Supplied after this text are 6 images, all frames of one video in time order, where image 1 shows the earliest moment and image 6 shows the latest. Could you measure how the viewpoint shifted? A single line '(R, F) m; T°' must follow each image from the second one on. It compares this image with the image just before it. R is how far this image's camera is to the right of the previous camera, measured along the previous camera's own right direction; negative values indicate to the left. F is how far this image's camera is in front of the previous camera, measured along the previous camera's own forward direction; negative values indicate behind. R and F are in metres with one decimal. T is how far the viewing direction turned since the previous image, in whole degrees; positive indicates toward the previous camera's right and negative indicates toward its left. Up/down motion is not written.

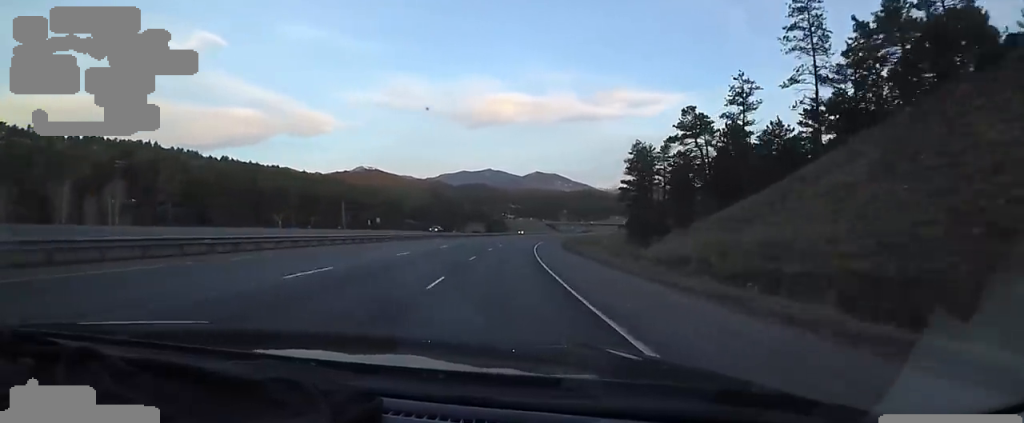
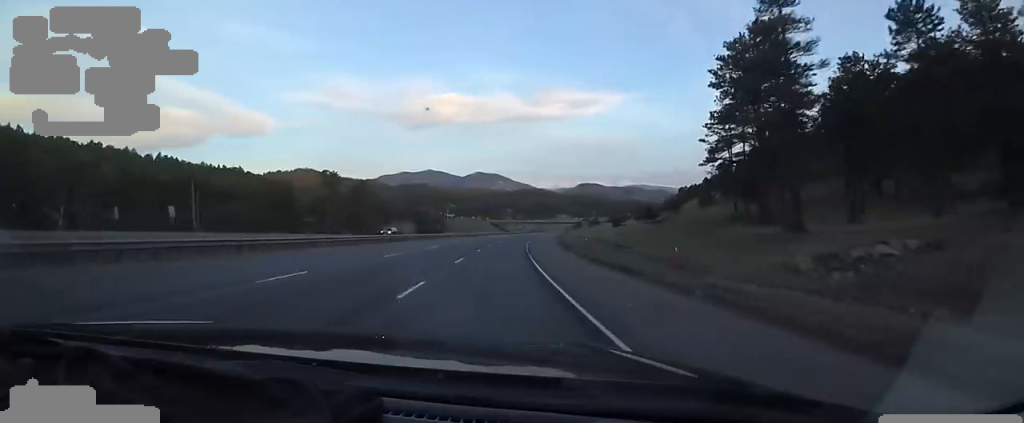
(+4.3, +59.4) m; +6°
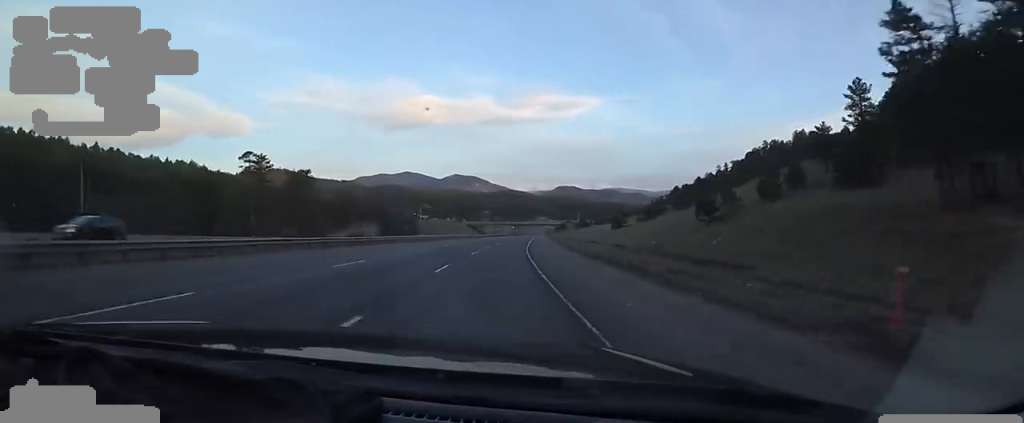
(+0.4, +28.9) m; +2°
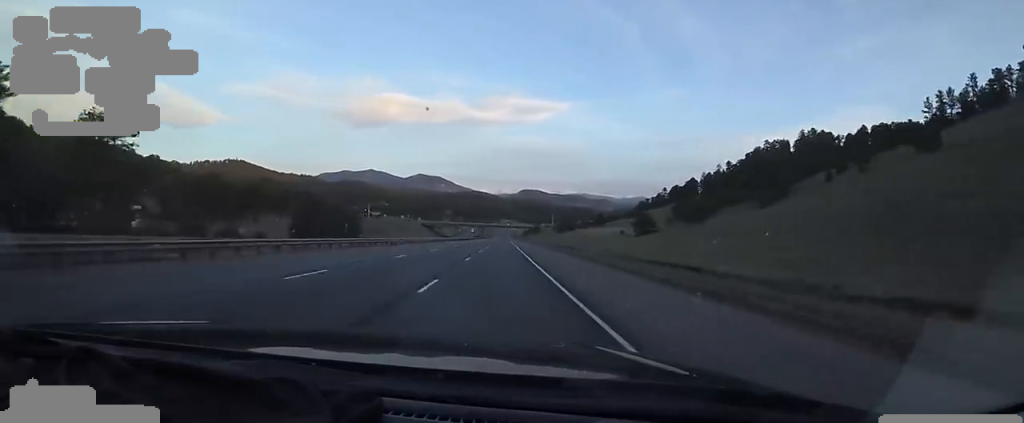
(+1.9, +54.2) m; +5°
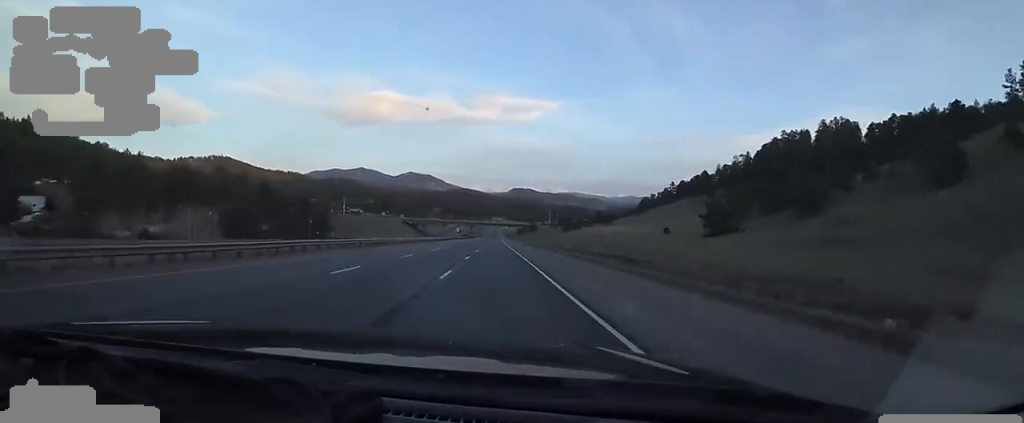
(+1.2, +35.3) m; +2°
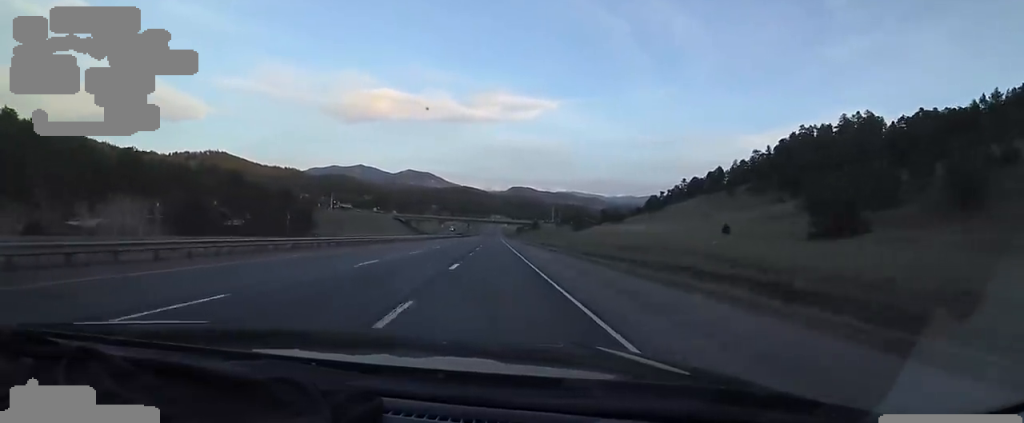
(-0.2, +21.7) m; 0°
